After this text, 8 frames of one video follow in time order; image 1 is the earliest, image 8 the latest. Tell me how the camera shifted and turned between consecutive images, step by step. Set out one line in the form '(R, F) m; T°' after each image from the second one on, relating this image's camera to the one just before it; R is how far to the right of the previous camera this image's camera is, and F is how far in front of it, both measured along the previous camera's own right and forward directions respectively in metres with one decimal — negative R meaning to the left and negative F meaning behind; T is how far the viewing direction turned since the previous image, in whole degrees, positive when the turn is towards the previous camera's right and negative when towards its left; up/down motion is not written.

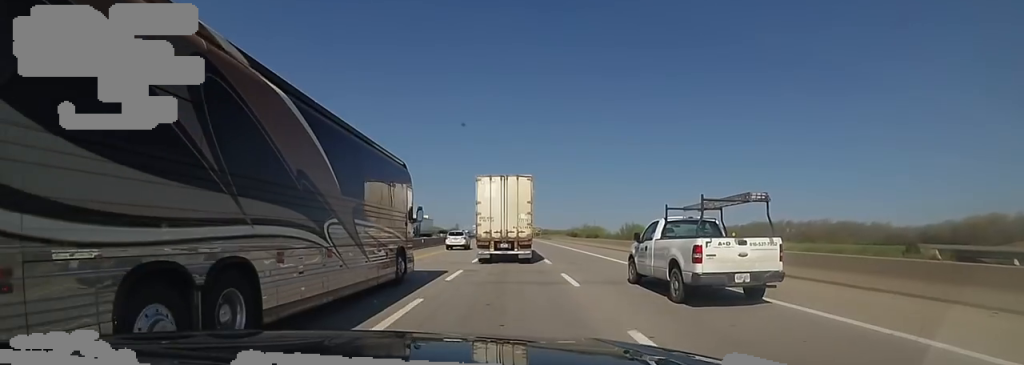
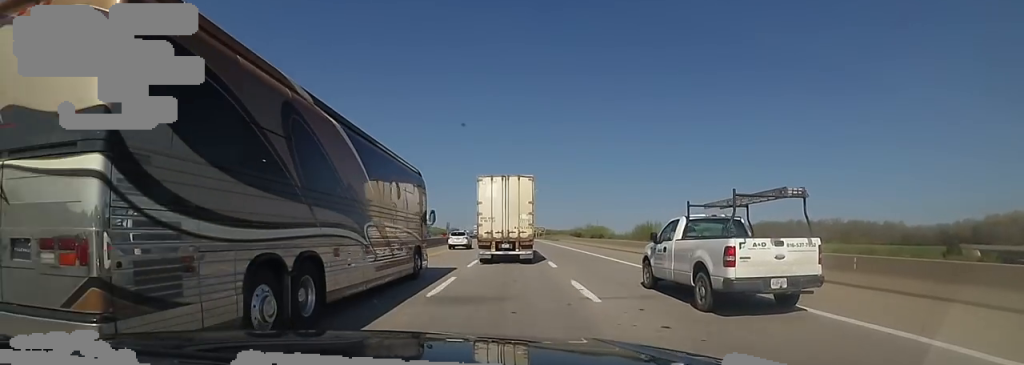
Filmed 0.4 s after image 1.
(0.0, +12.1) m; 0°
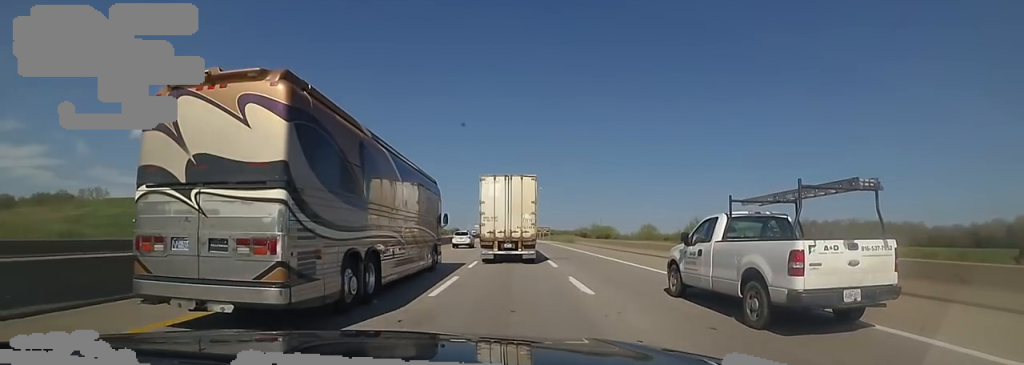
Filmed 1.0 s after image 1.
(0.0, +18.0) m; 0°
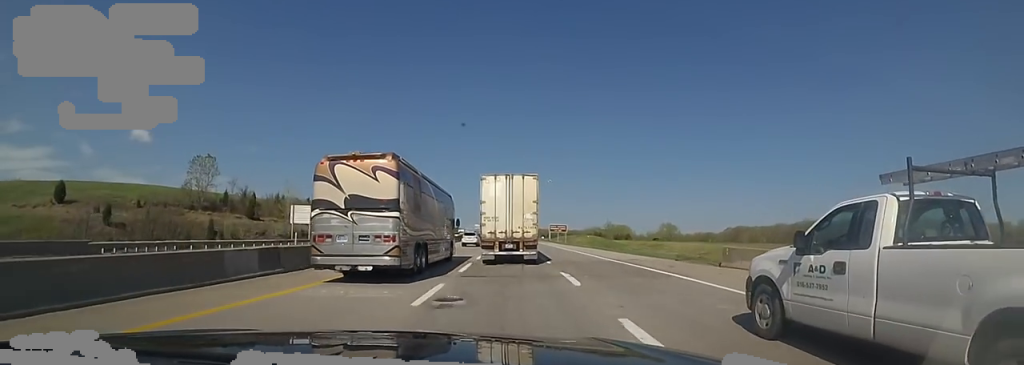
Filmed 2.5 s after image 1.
(0.0, +45.5) m; 0°
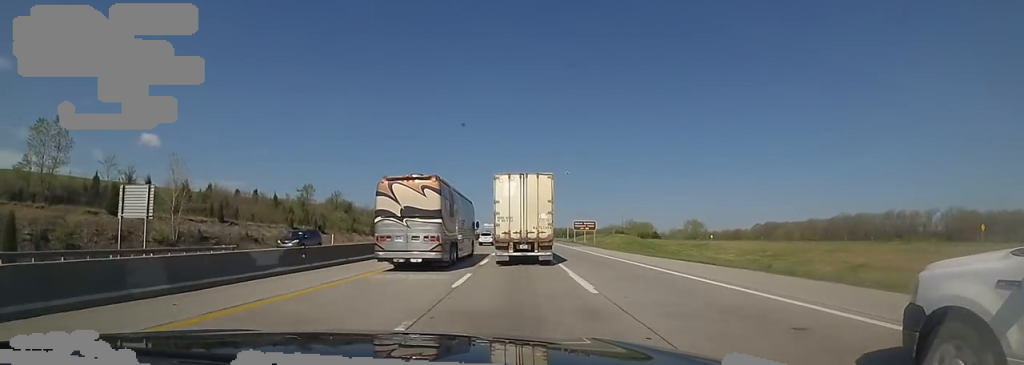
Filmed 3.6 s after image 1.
(-0.4, +31.6) m; -3°
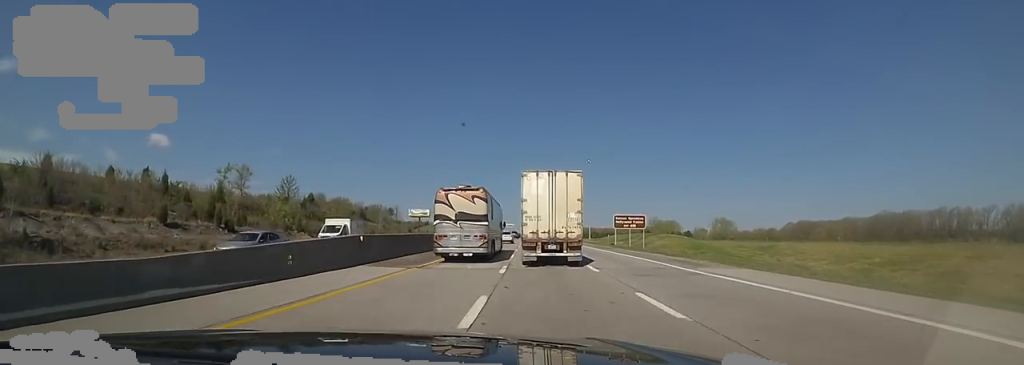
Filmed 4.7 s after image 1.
(-1.3, +35.4) m; -1°
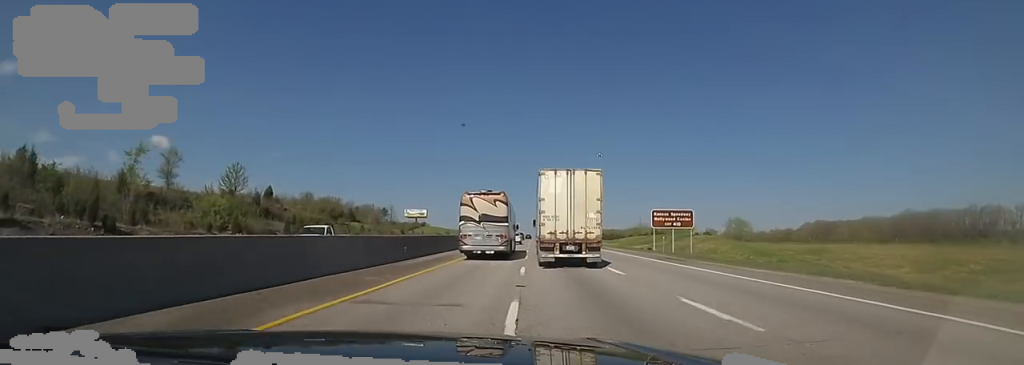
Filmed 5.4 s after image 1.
(0.0, +21.5) m; +2°
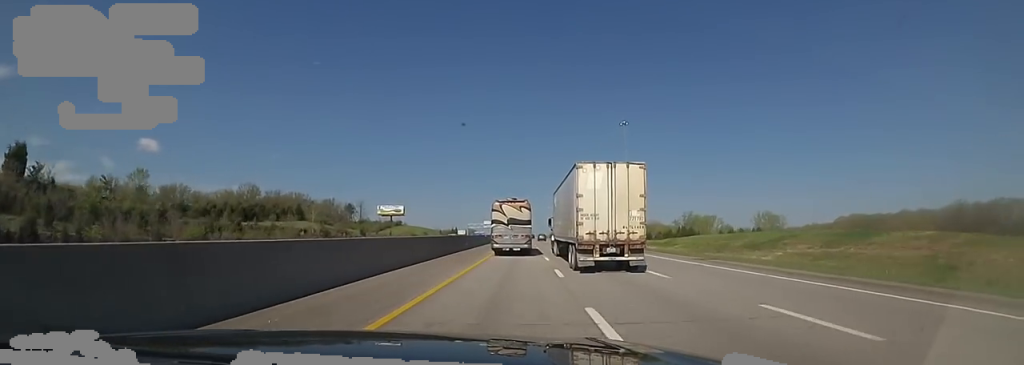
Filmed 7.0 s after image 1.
(+0.4, +51.8) m; 0°
